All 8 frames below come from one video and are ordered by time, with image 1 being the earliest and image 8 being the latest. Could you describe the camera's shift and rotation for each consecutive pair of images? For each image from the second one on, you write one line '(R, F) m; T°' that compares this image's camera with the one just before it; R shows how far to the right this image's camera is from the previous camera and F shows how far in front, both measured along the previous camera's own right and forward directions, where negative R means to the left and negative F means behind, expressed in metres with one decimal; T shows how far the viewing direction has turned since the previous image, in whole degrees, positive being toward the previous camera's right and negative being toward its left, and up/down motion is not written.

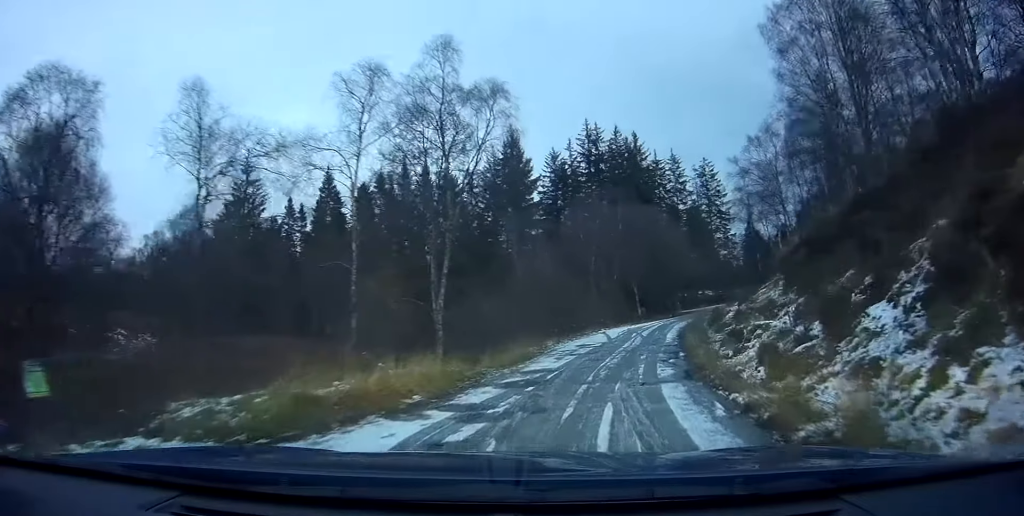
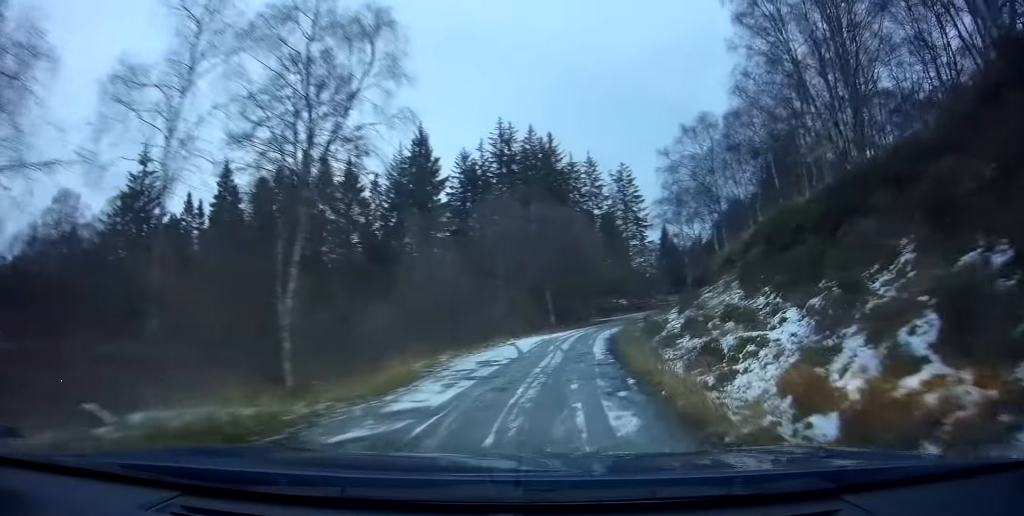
(+0.4, +5.1) m; +7°
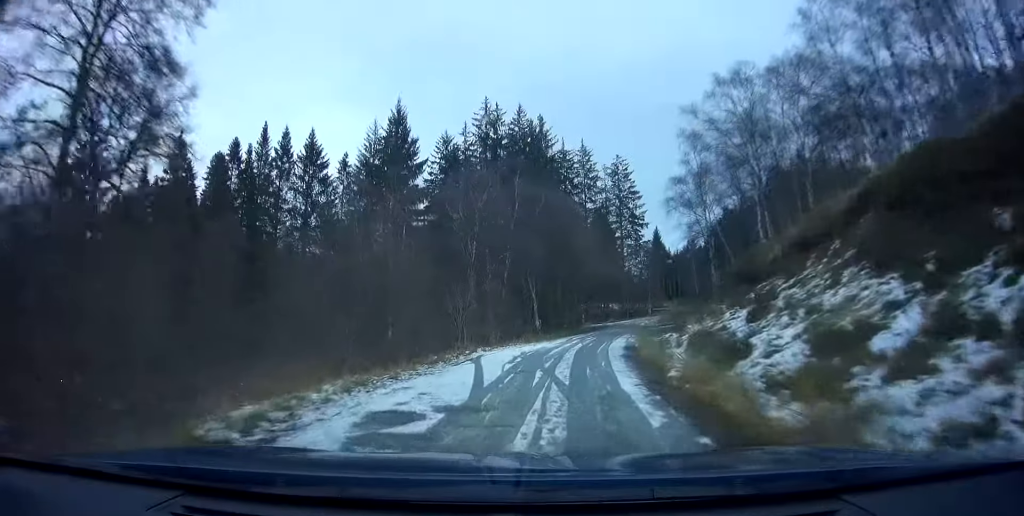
(0.0, +10.0) m; +2°
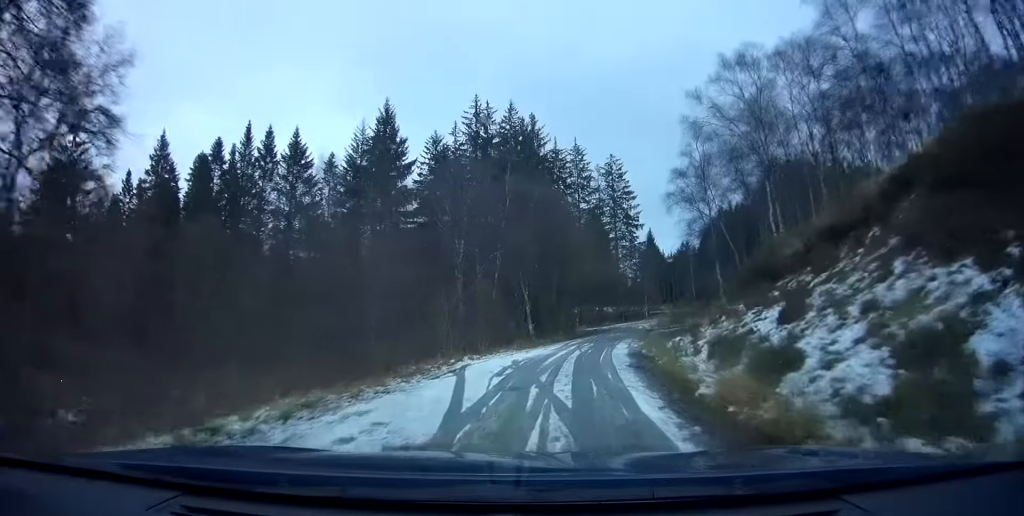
(+0.2, +2.4) m; +2°
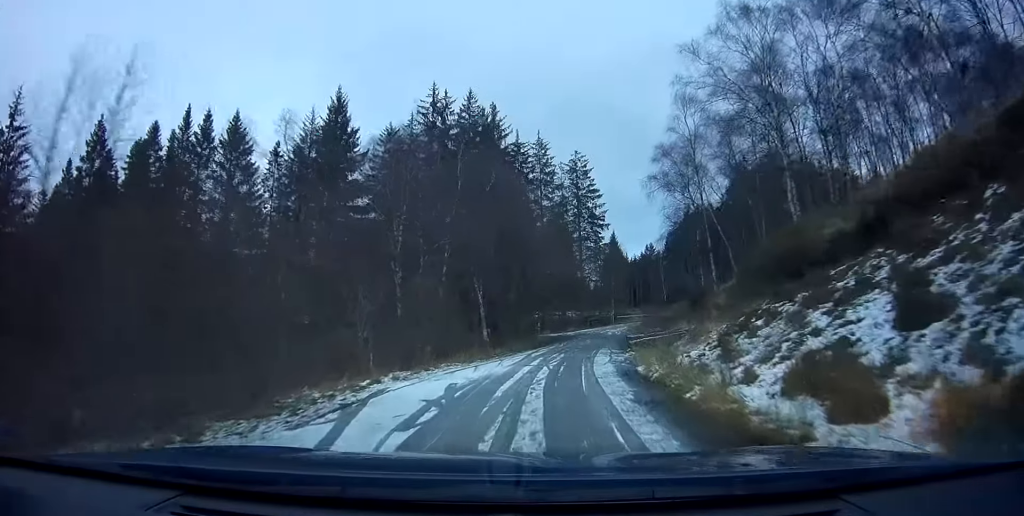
(+0.2, +5.6) m; +3°
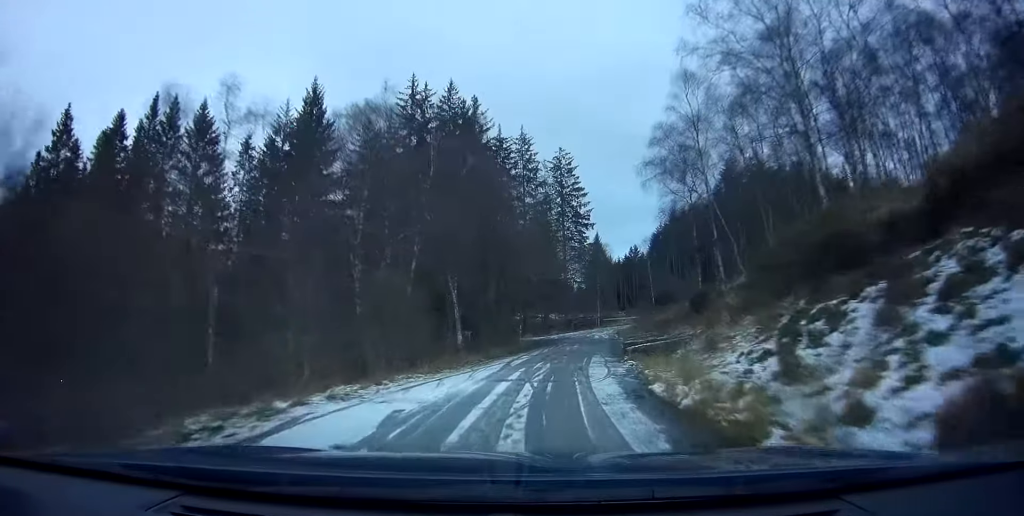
(0.0, +3.4) m; +1°
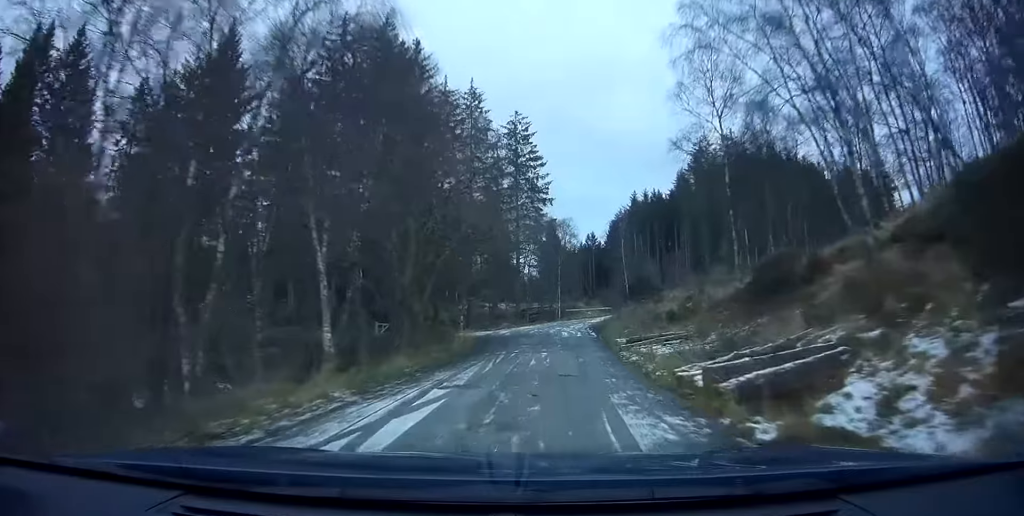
(+1.5, +13.1) m; +21°
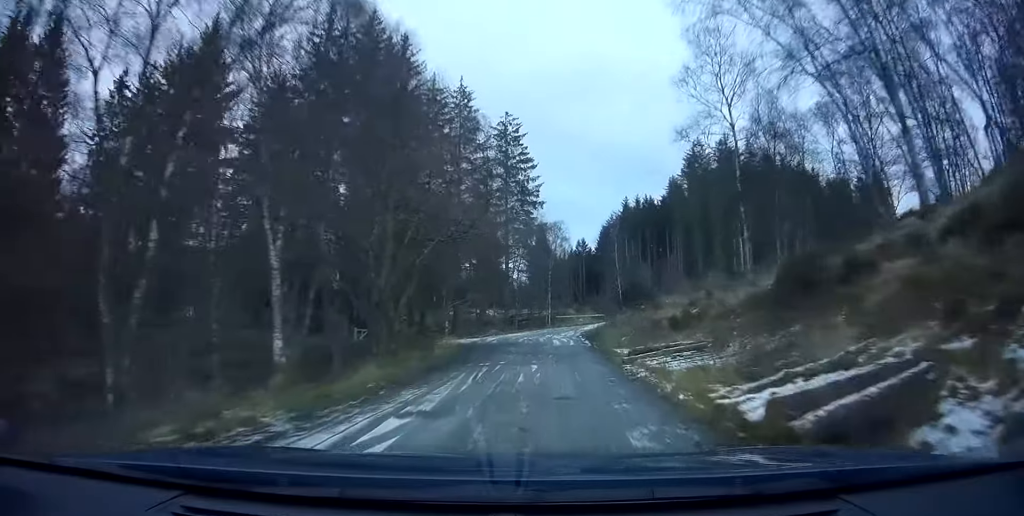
(+0.1, +2.4) m; +3°
